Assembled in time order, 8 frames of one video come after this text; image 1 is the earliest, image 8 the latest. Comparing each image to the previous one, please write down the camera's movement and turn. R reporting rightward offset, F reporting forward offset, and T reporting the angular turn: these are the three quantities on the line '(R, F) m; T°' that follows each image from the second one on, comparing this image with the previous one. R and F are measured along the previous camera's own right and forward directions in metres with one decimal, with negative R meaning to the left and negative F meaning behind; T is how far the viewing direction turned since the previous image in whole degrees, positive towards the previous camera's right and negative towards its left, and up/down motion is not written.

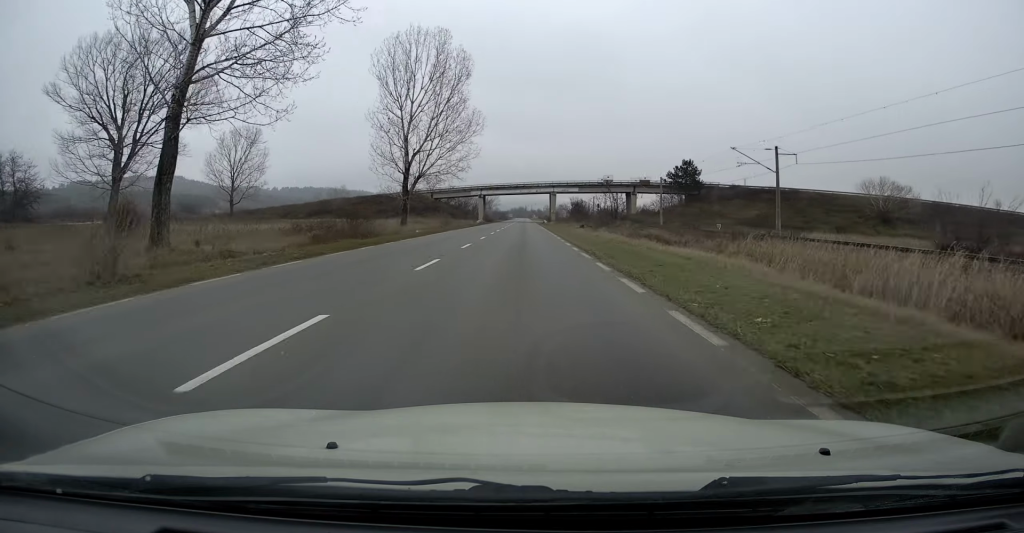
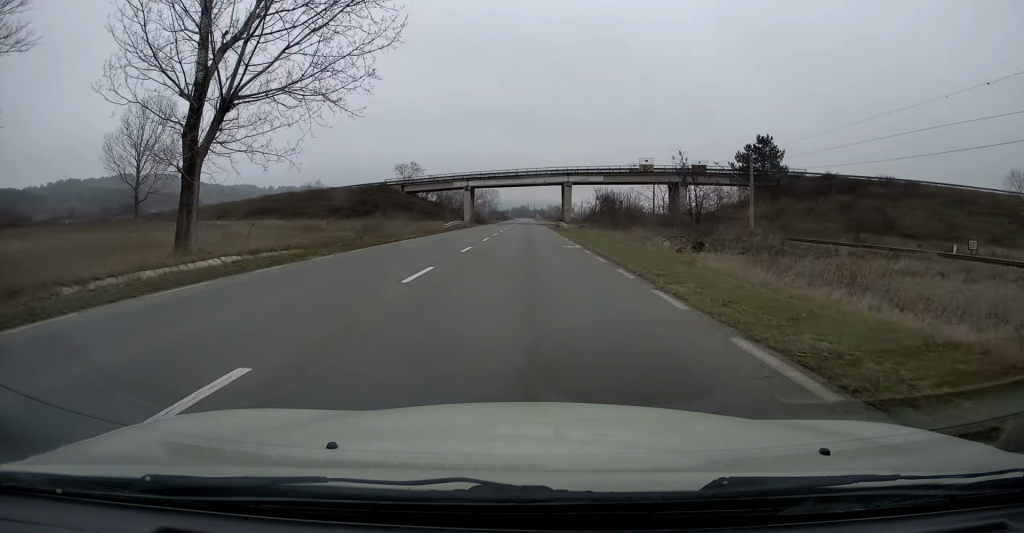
(-0.1, +36.1) m; -1°
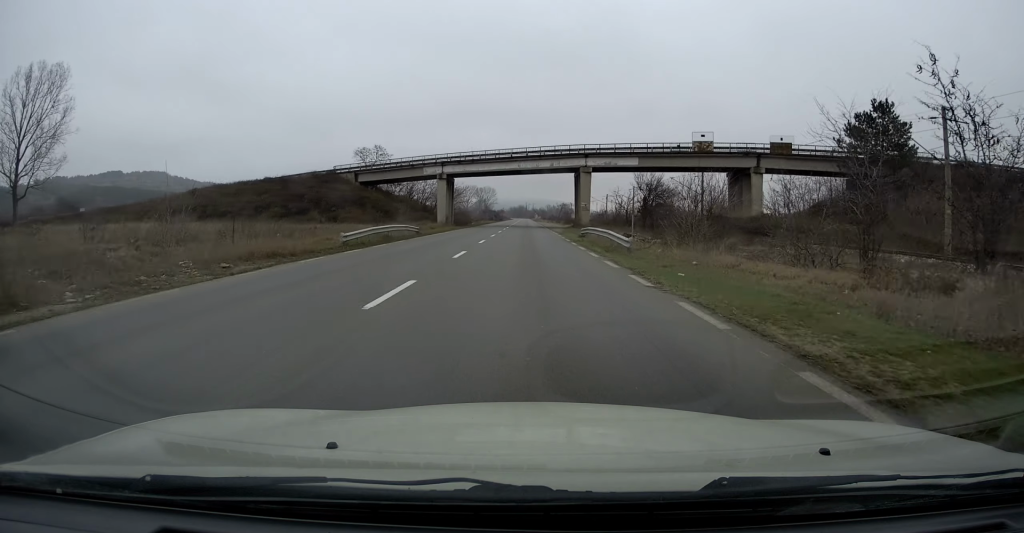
(-0.4, +28.4) m; 0°
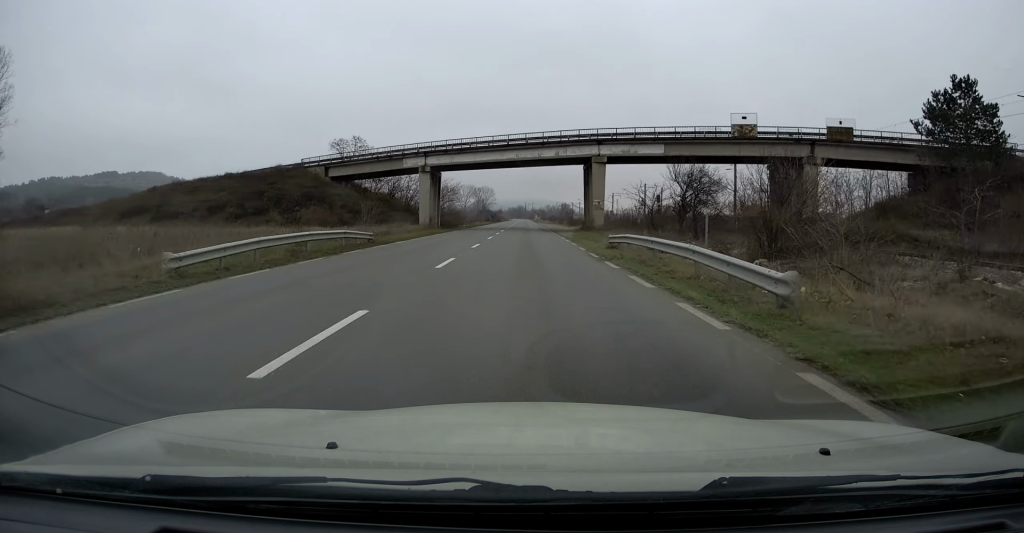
(+0.1, +12.2) m; 0°
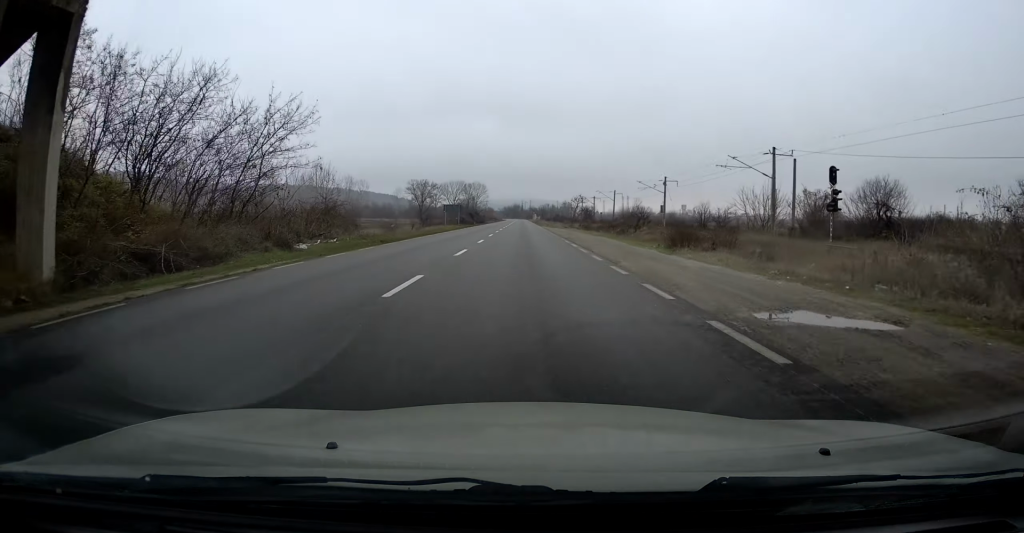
(+0.2, +62.1) m; 0°
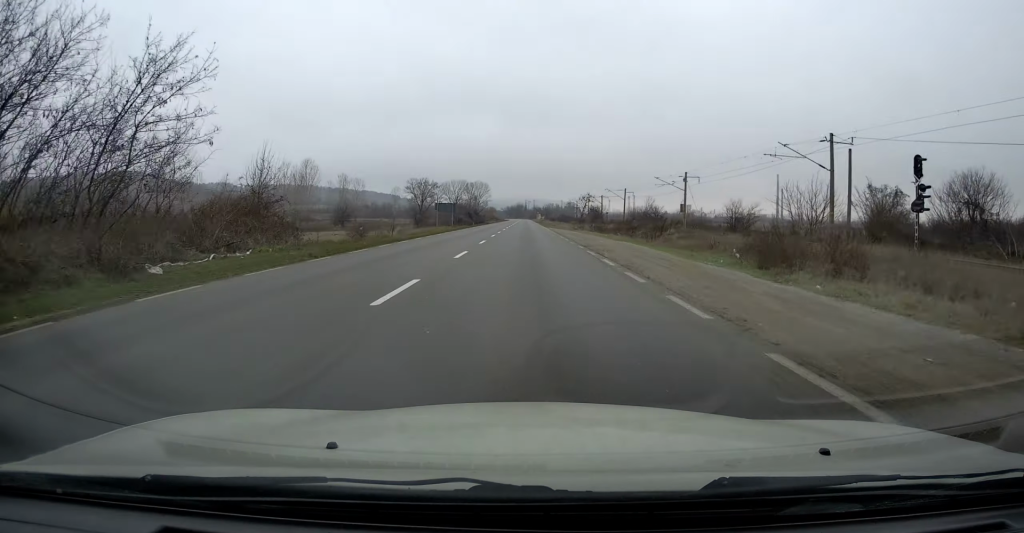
(0.0, +9.5) m; 0°
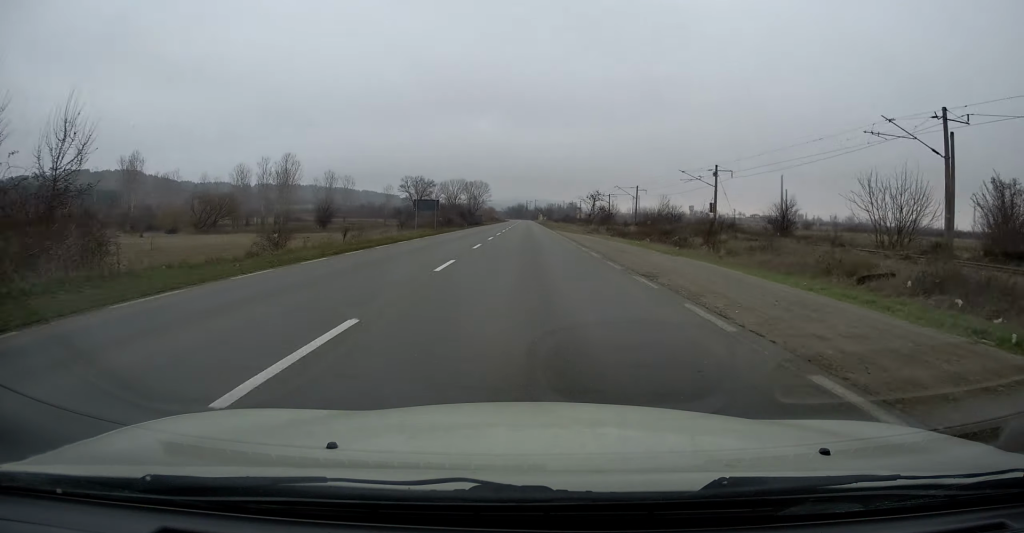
(0.0, +12.0) m; 0°
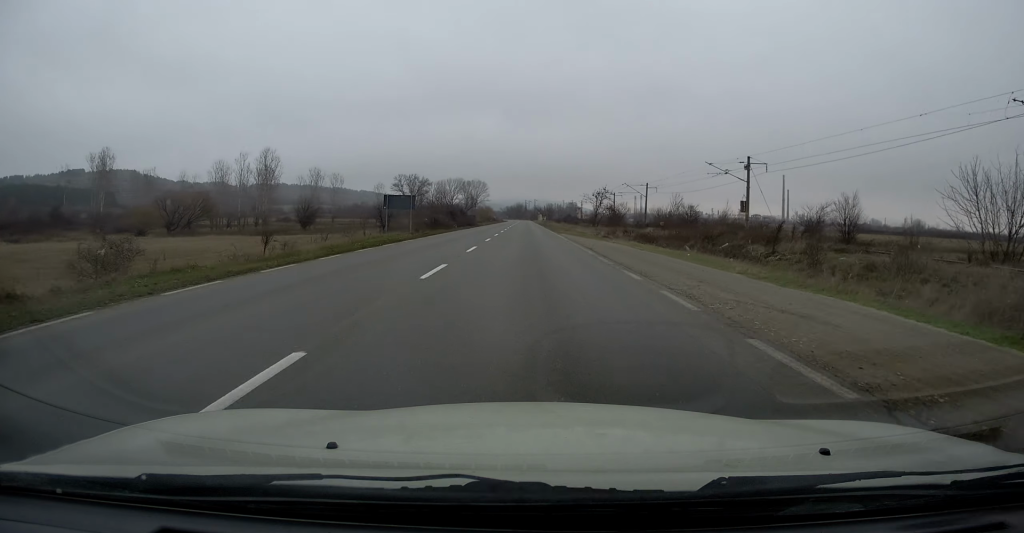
(+0.1, +9.9) m; 0°
